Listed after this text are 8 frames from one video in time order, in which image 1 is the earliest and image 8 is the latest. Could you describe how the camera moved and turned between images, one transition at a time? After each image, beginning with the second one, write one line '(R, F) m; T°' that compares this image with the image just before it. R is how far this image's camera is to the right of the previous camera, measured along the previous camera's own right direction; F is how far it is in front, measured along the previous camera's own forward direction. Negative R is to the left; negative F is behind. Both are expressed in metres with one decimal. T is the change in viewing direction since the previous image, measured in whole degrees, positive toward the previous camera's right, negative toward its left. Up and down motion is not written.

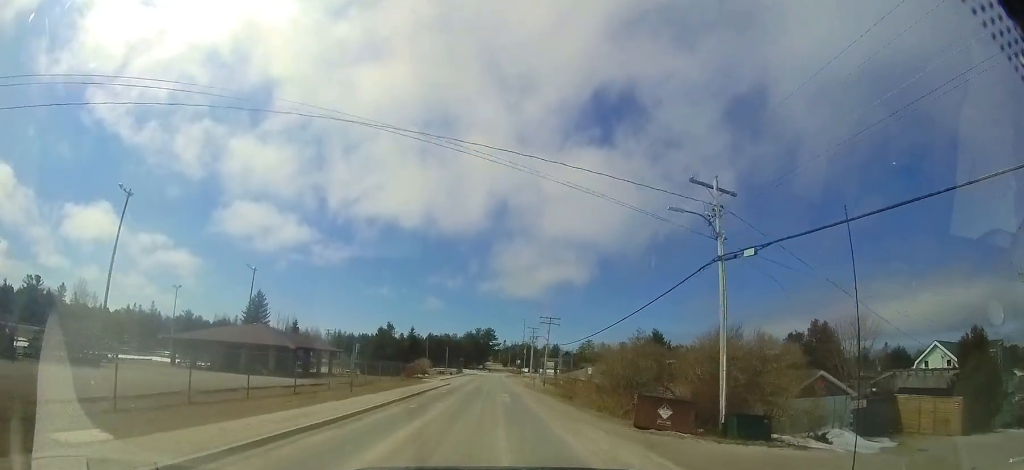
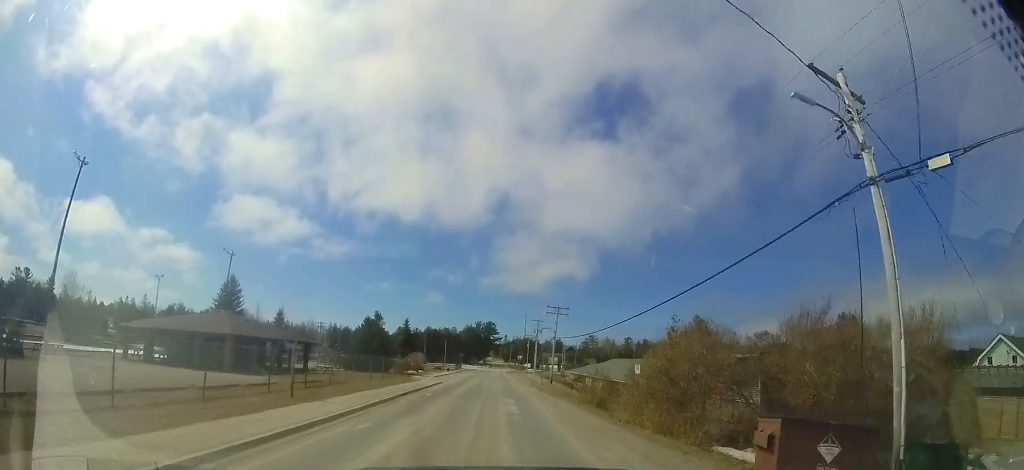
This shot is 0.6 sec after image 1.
(-0.2, +5.9) m; 0°
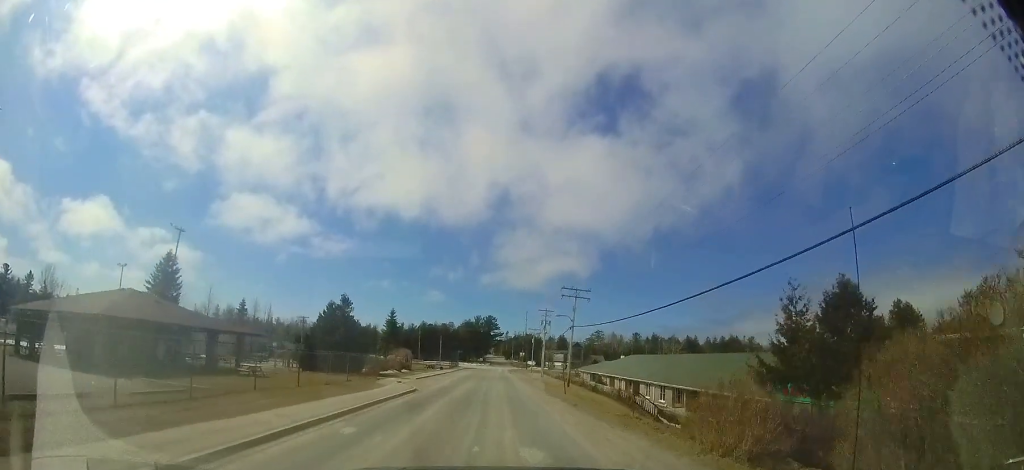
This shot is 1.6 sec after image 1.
(-0.2, +10.6) m; 0°
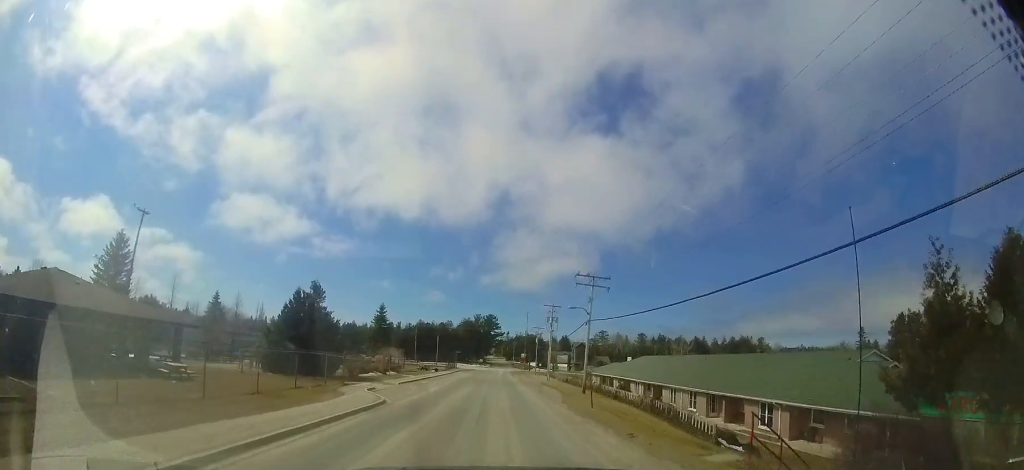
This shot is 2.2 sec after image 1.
(+0.2, +6.4) m; +1°
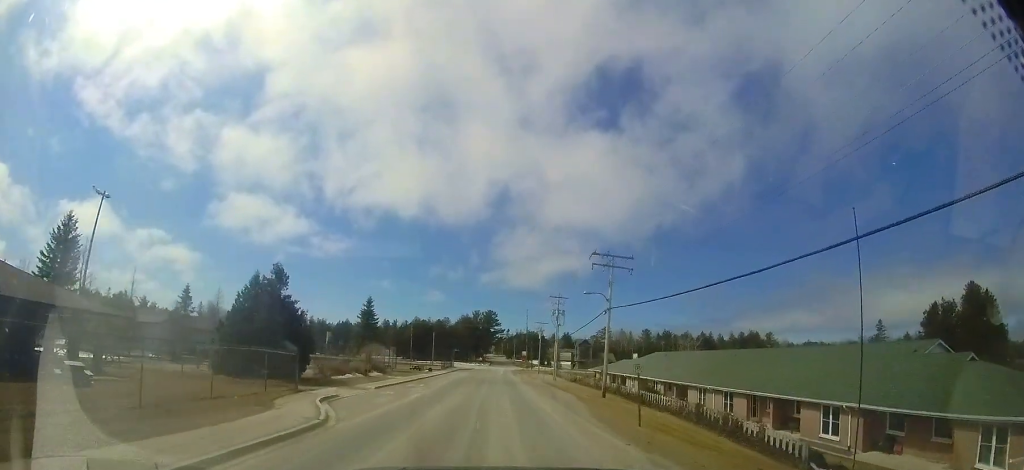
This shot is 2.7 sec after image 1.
(0.0, +5.6) m; -3°
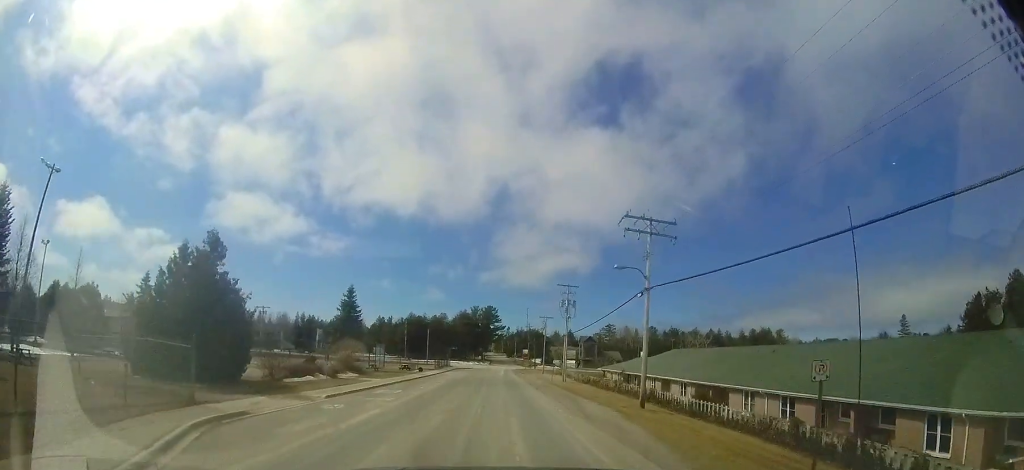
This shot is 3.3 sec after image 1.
(0.0, +6.7) m; -3°
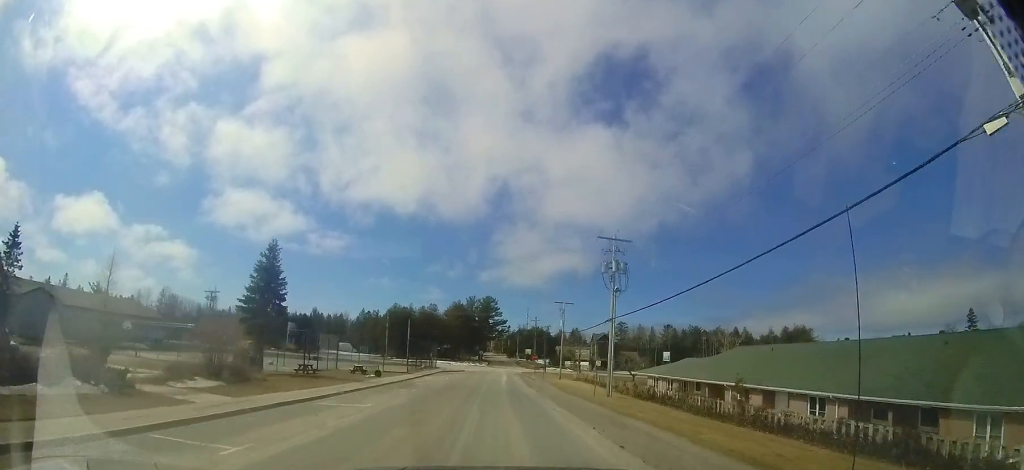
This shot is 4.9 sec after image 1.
(-1.1, +17.1) m; -4°
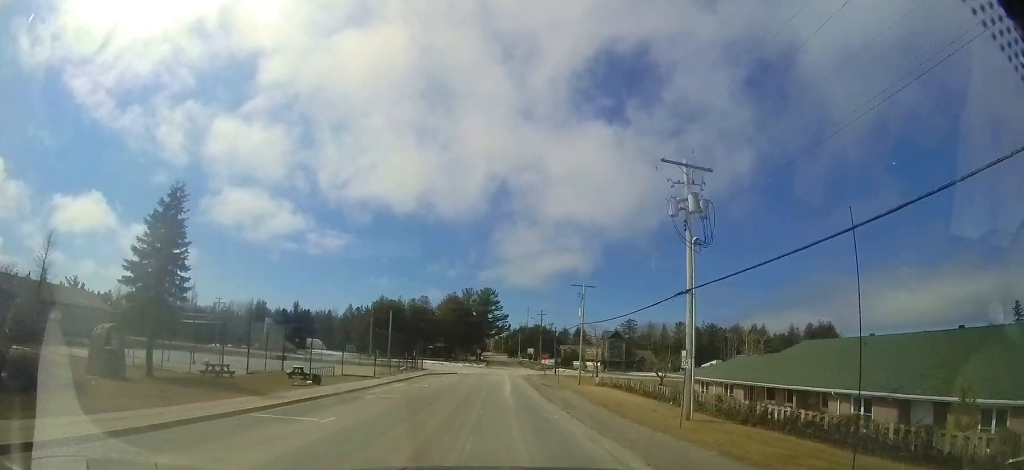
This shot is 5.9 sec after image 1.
(0.0, +10.7) m; +4°
